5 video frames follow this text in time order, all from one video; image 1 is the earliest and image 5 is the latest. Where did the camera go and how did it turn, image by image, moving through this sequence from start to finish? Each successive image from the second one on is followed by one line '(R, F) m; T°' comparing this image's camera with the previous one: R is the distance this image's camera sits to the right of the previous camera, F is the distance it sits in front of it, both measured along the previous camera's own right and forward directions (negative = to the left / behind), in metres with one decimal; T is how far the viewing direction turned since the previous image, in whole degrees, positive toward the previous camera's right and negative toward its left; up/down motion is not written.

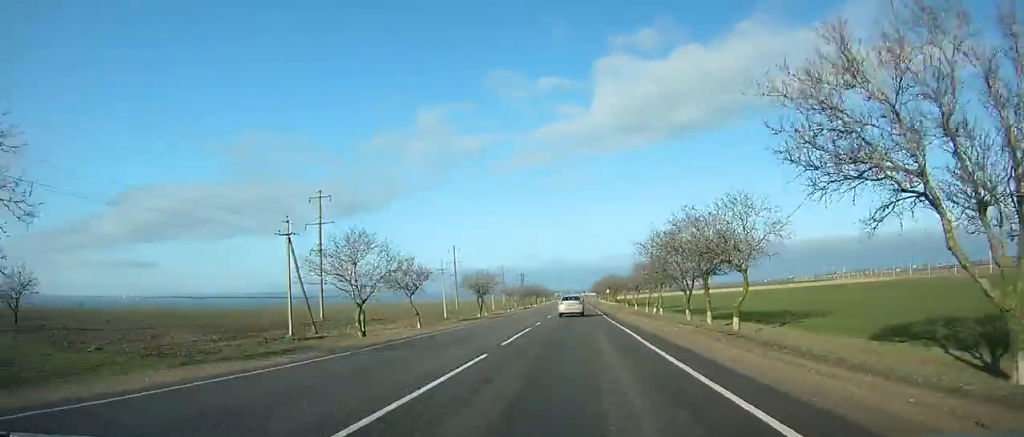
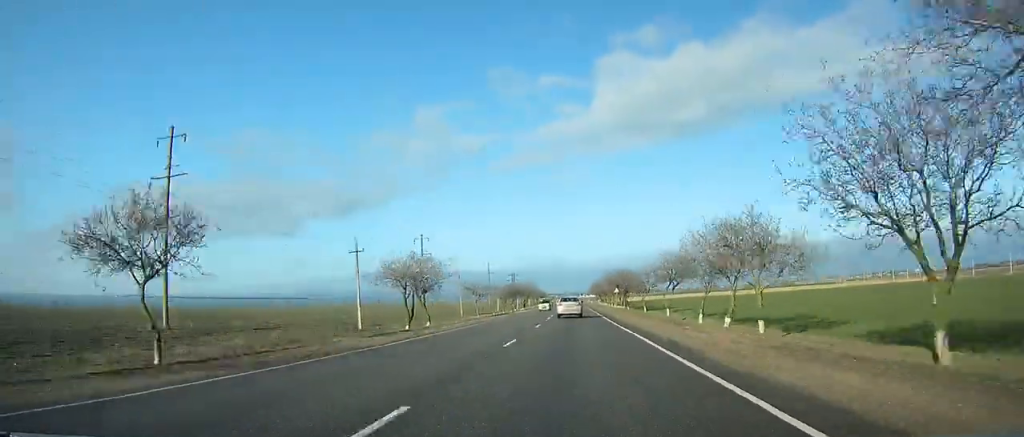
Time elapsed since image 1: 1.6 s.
(-0.2, +37.8) m; 0°
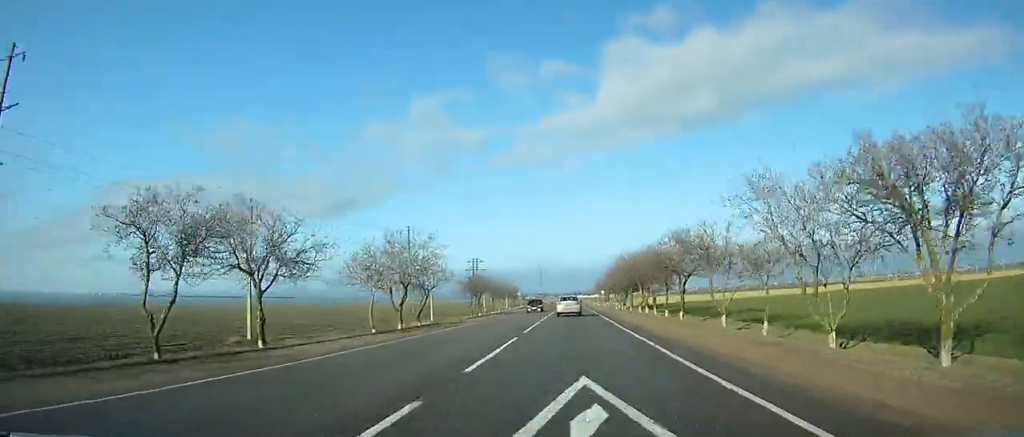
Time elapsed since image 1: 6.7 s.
(+0.3, +120.9) m; 0°
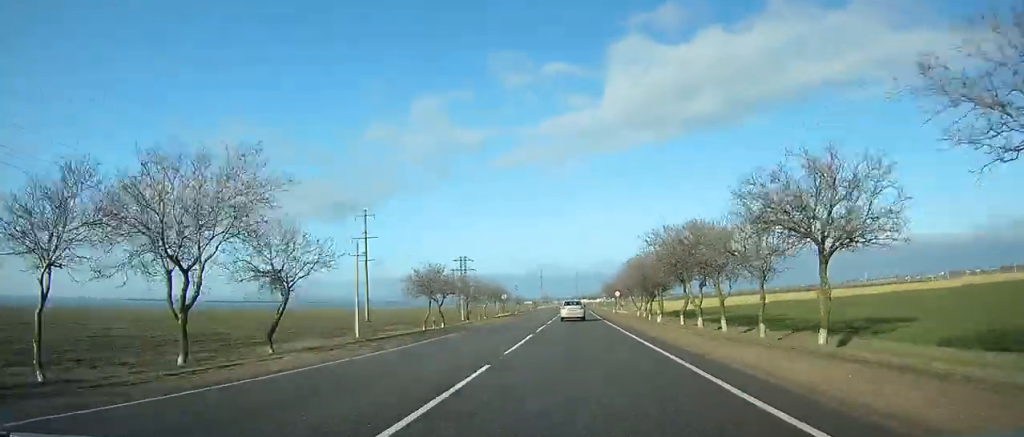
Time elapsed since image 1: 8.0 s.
(0.0, +30.9) m; 0°
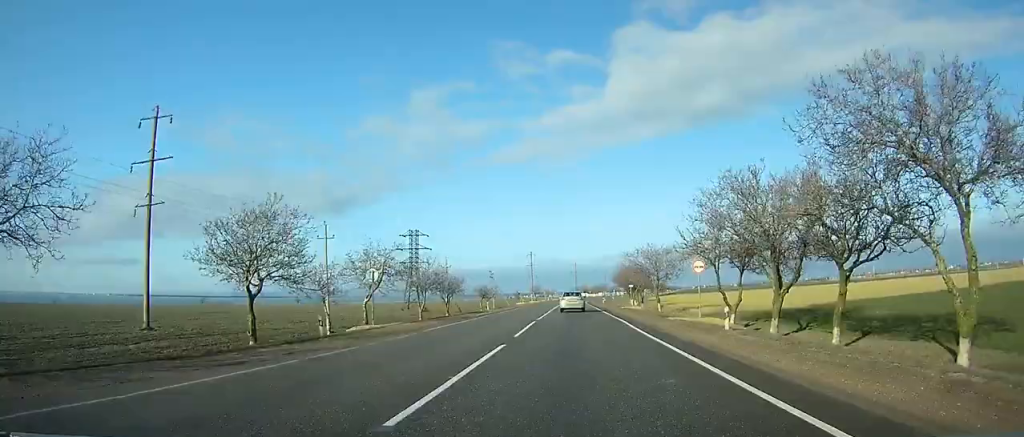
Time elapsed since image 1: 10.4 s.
(+0.1, +57.0) m; 0°
